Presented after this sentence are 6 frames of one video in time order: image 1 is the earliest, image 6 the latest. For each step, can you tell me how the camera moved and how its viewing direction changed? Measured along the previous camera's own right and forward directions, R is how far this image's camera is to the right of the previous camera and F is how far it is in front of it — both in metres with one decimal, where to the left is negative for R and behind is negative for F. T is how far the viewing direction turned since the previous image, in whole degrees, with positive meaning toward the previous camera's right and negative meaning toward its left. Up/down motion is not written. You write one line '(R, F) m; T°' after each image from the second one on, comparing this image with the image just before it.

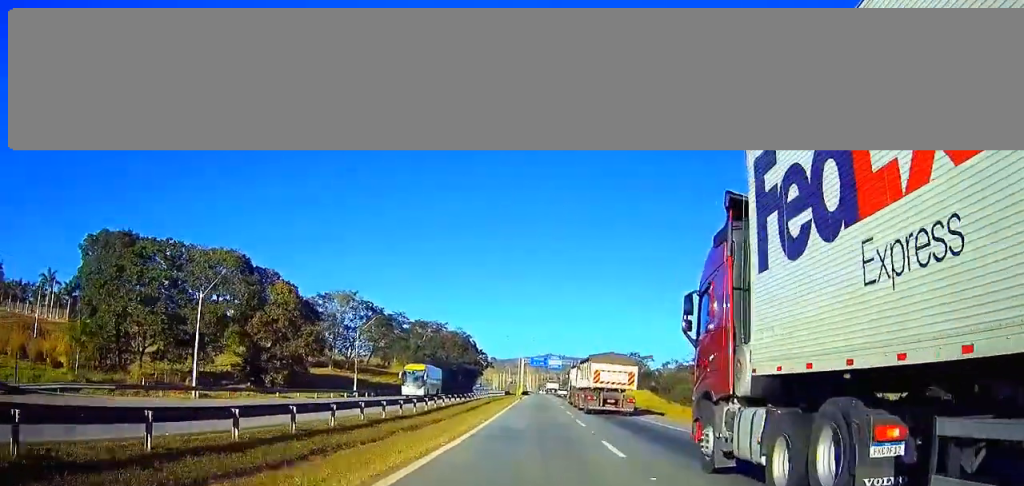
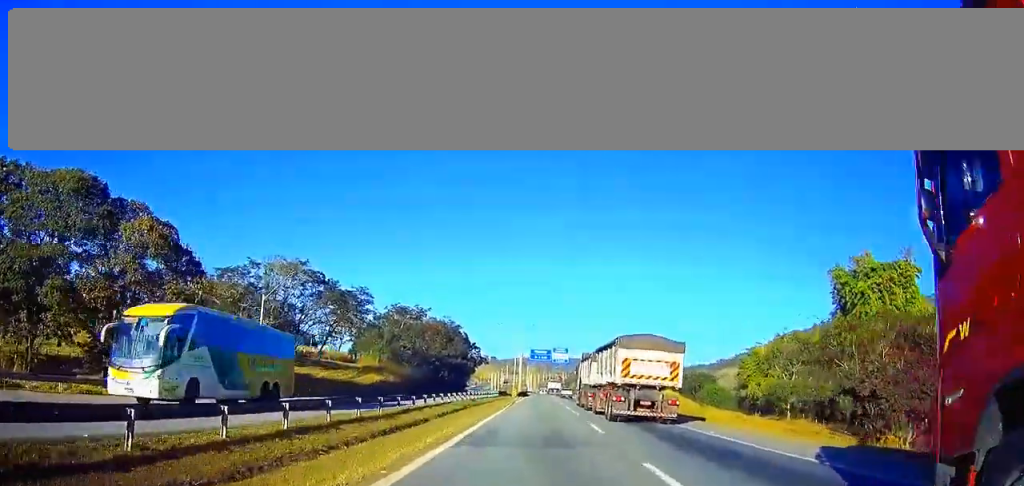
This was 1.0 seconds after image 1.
(0.0, +28.9) m; 0°
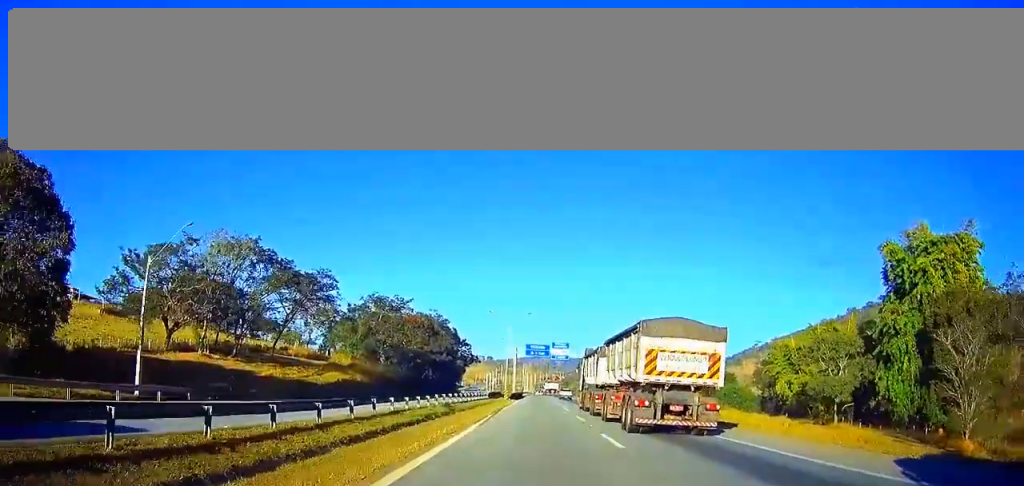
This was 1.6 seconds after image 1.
(0.0, +16.6) m; 0°
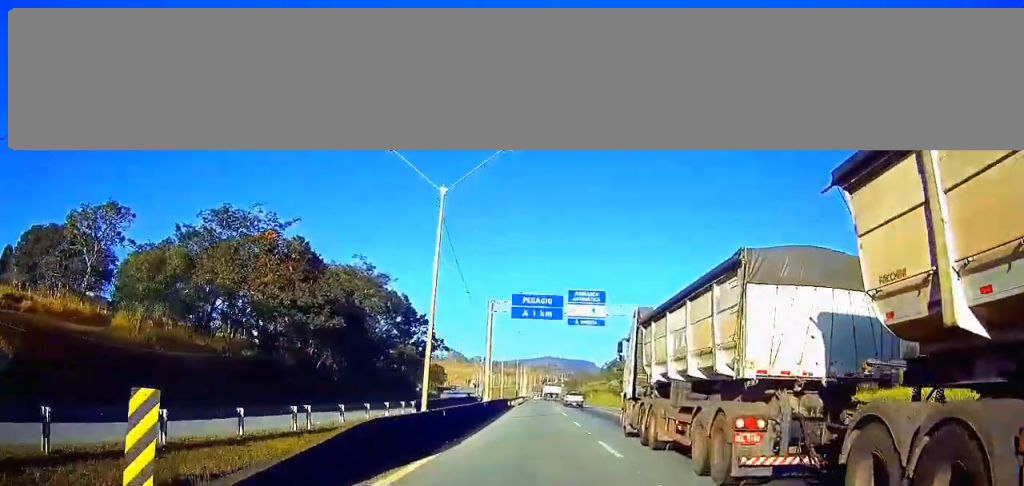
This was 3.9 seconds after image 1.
(+0.3, +61.3) m; 0°
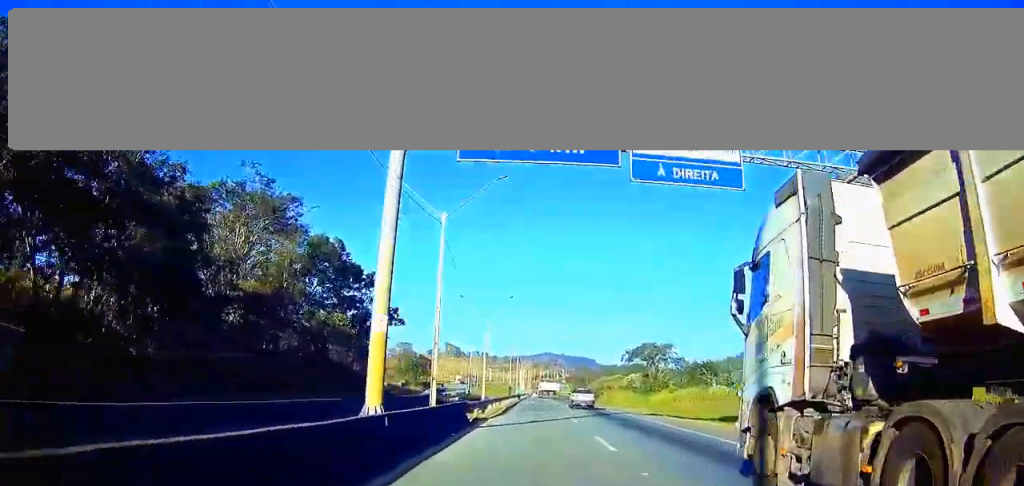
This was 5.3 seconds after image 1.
(-0.1, +35.5) m; 0°
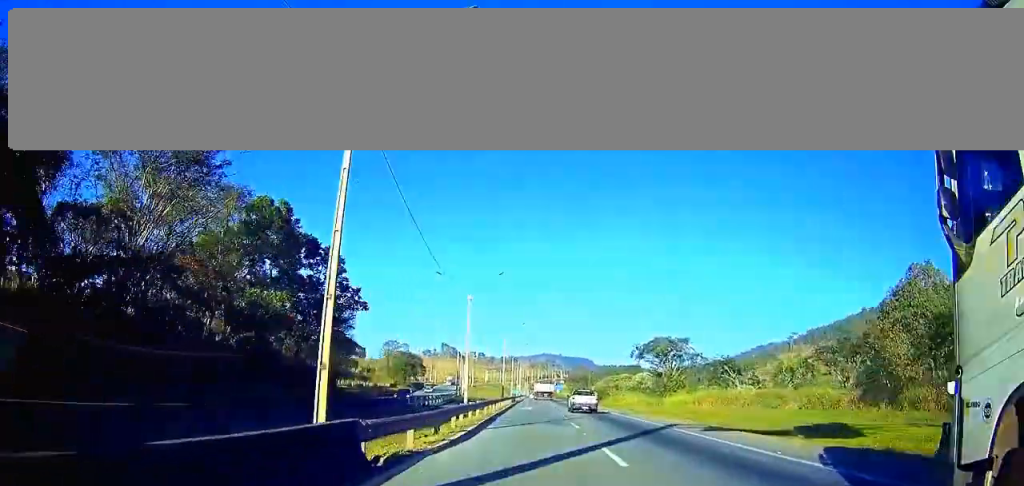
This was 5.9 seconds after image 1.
(0.0, +14.9) m; 0°
